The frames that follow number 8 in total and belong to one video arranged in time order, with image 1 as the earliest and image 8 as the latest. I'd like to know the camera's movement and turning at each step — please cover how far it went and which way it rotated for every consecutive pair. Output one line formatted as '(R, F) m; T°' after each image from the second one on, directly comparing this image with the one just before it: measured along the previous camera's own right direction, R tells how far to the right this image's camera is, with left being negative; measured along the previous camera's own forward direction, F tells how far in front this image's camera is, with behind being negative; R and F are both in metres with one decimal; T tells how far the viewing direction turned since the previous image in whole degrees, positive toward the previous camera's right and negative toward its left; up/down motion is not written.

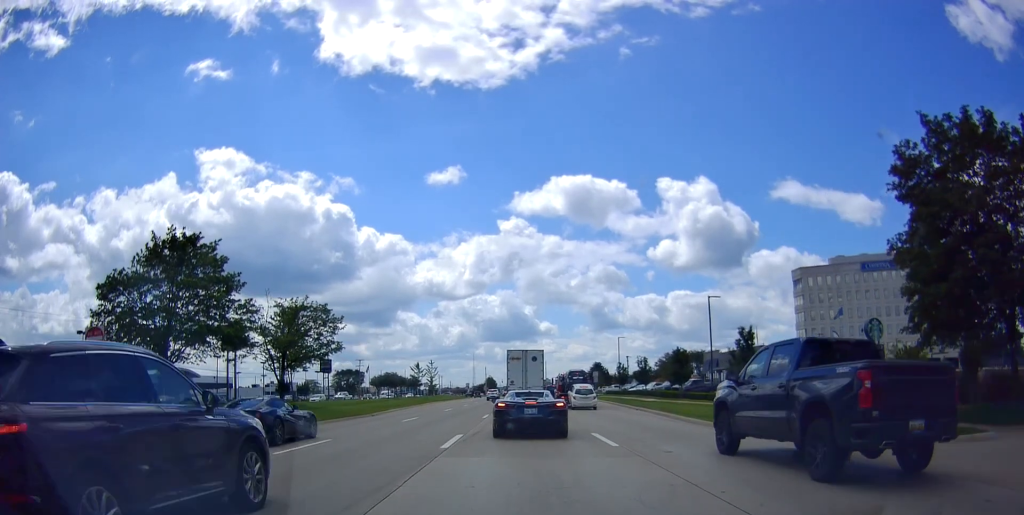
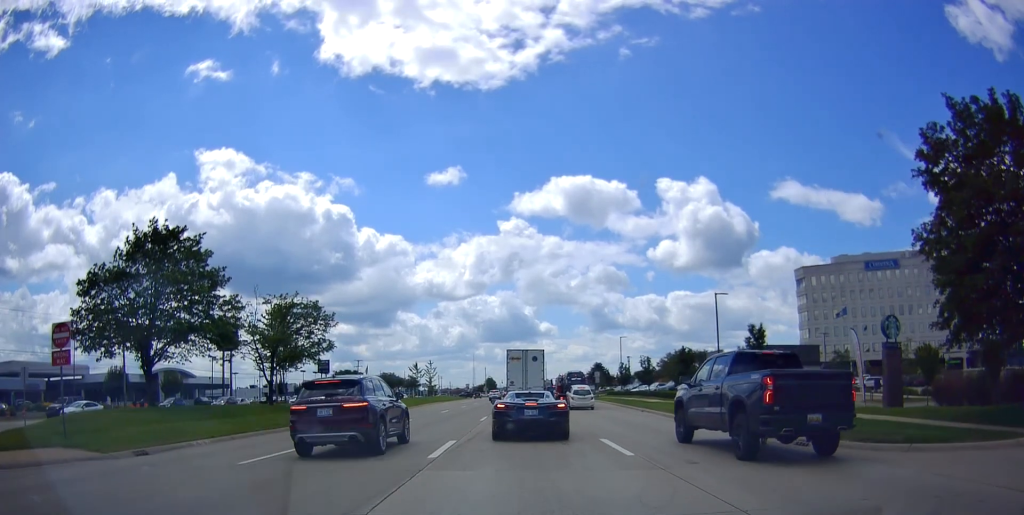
(+0.1, +2.3) m; +2°
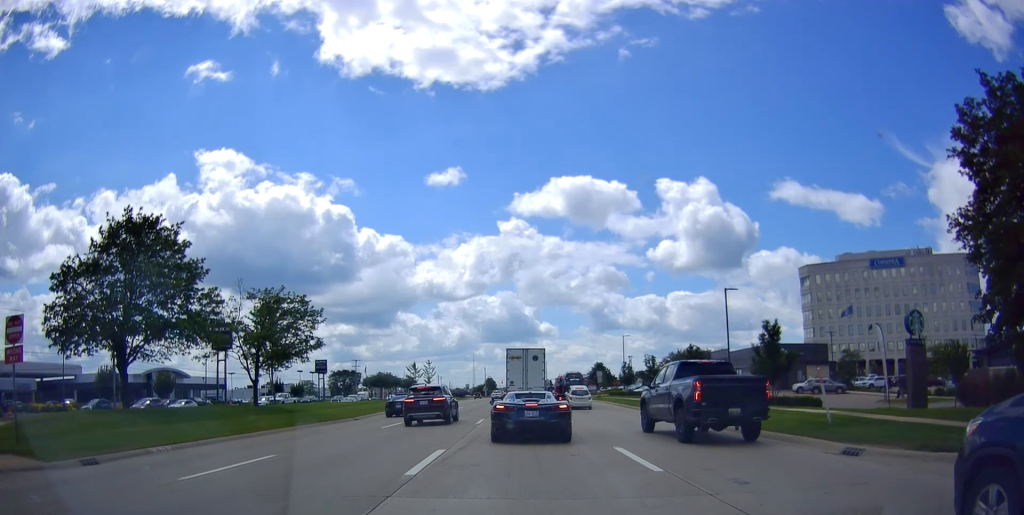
(0.0, +2.9) m; 0°
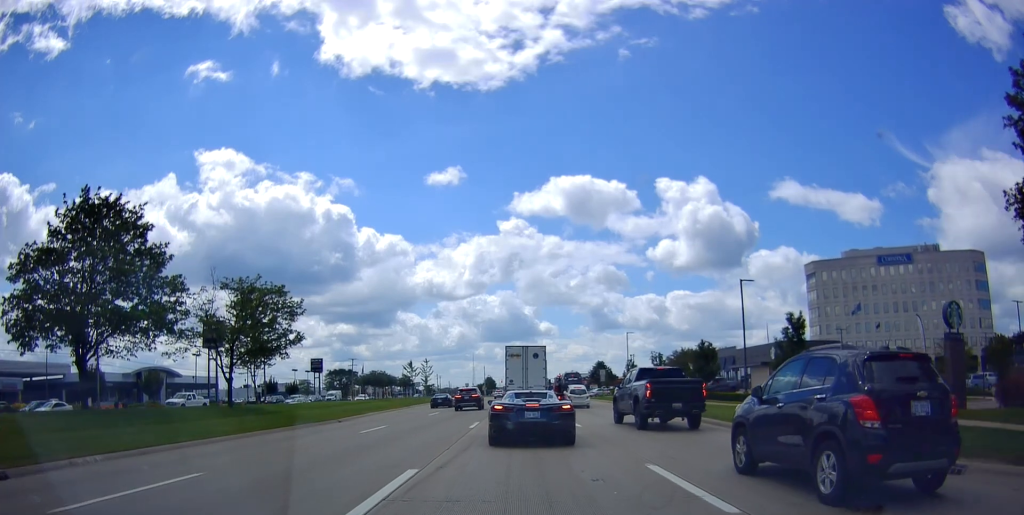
(0.0, +3.7) m; 0°
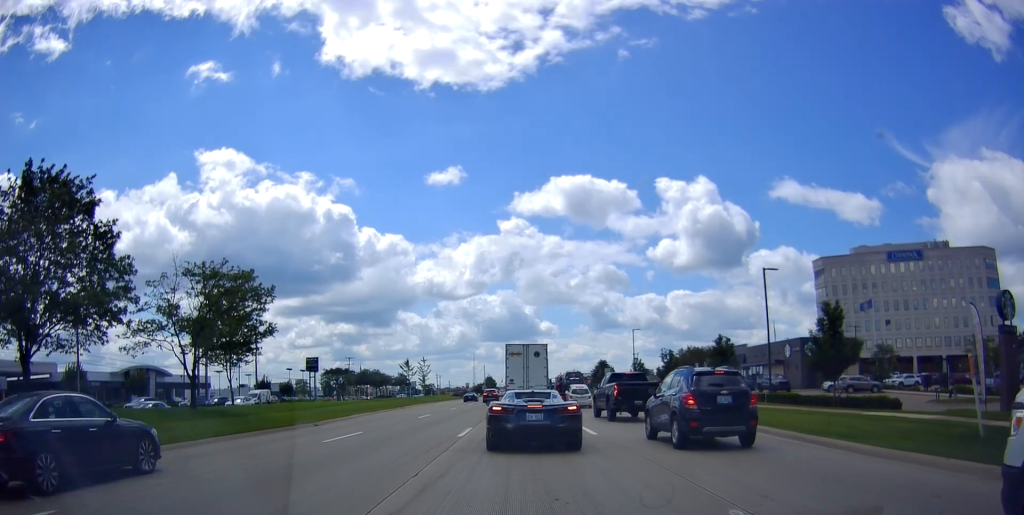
(0.0, +5.2) m; 0°
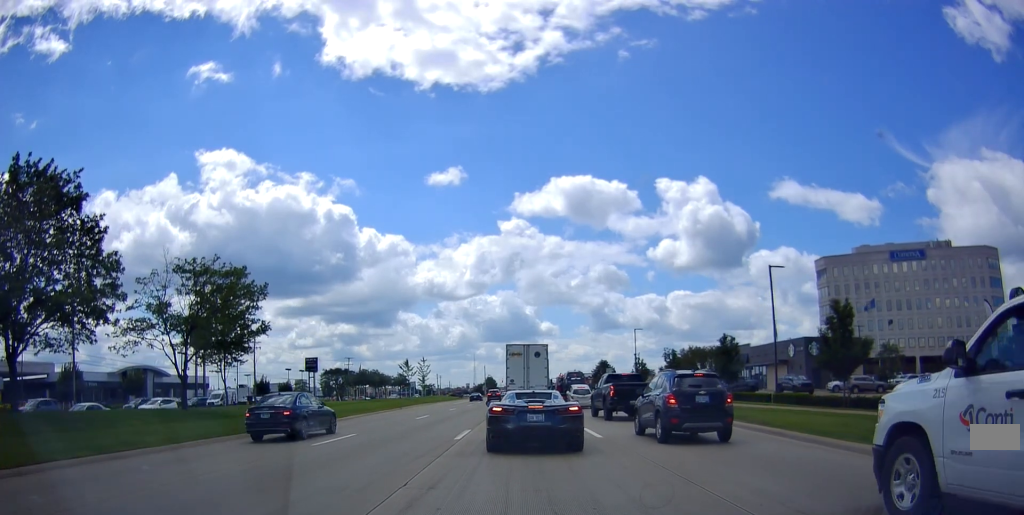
(0.0, +1.4) m; 0°
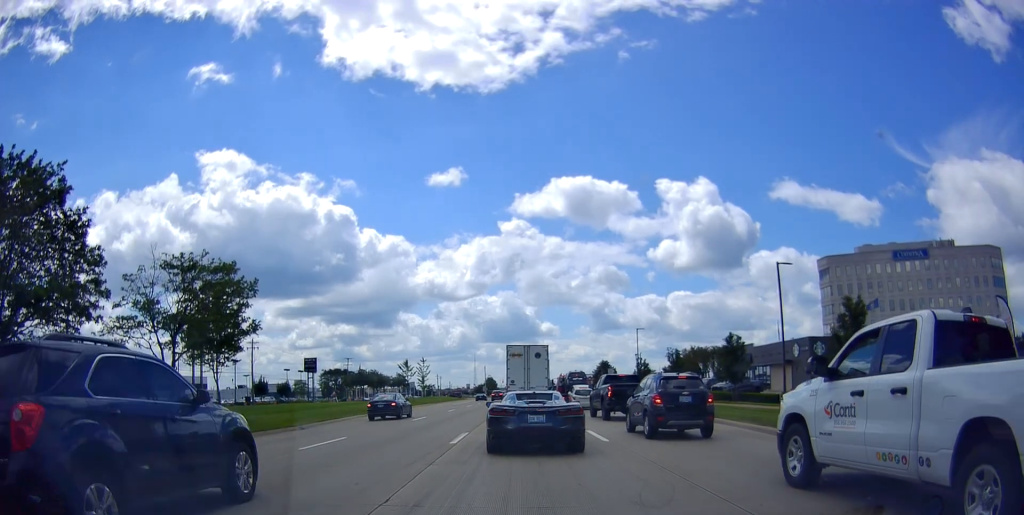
(0.0, +1.5) m; 0°
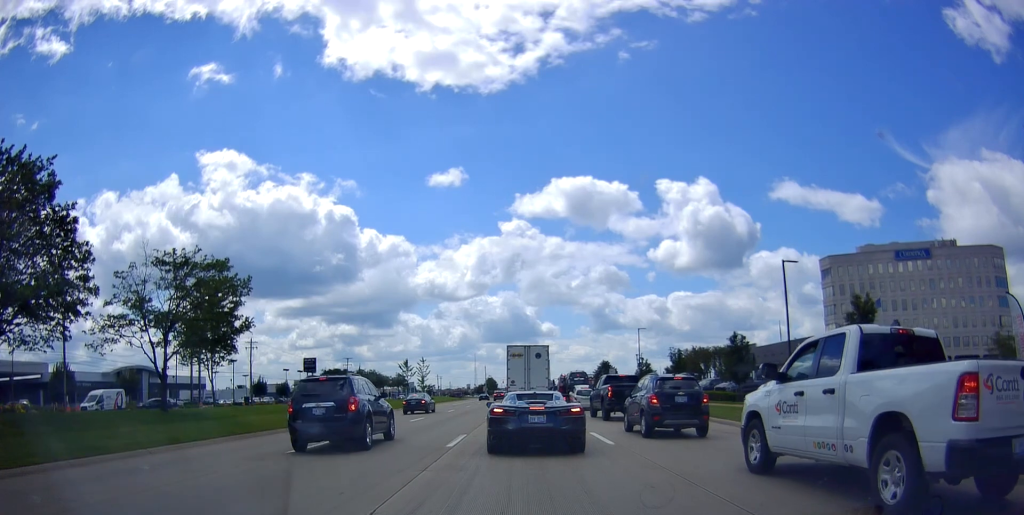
(0.0, +0.8) m; 0°
